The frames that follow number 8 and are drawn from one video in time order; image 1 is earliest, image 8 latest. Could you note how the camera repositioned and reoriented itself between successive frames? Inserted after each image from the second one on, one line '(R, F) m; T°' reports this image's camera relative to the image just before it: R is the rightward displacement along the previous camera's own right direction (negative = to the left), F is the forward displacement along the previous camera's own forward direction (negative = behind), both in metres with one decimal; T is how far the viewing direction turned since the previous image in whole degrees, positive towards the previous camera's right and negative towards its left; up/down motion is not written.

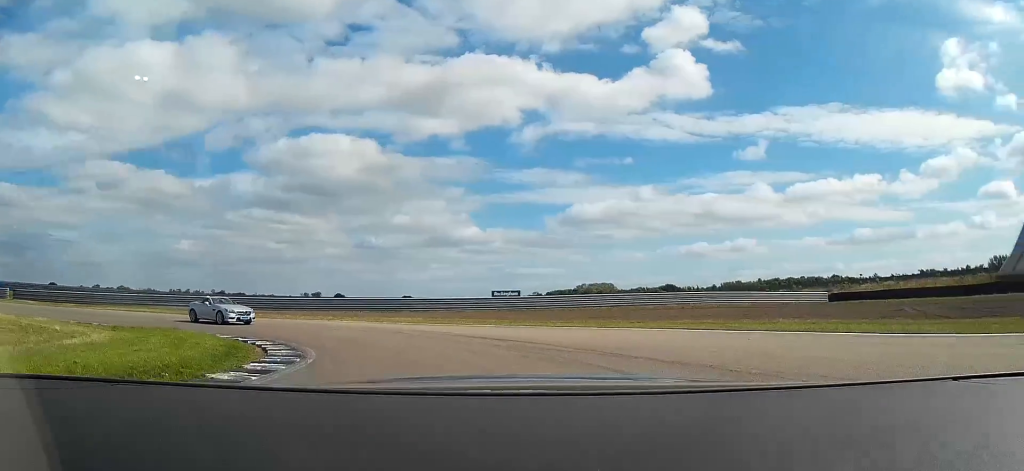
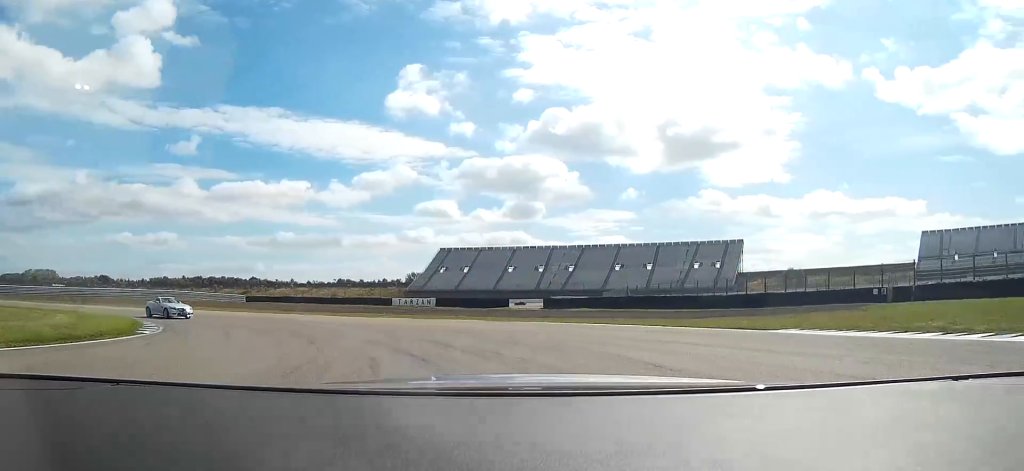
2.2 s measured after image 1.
(+13.6, +30.4) m; +44°
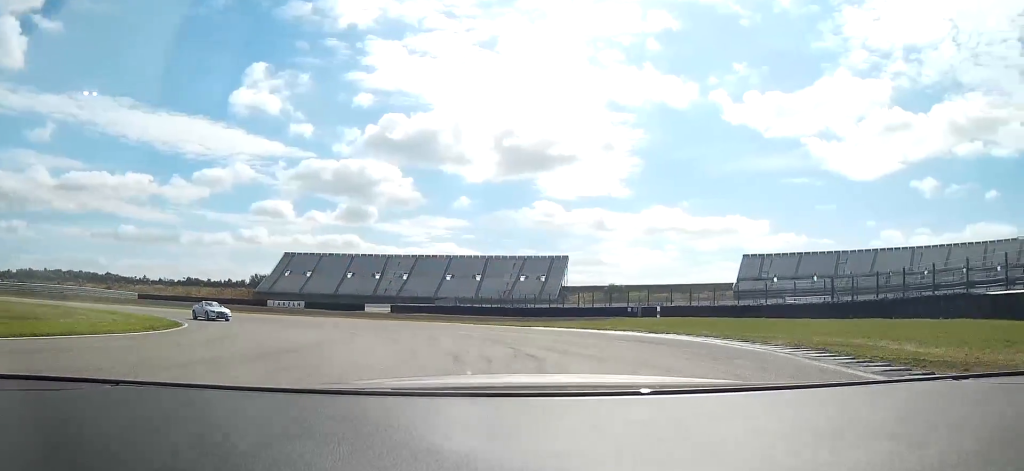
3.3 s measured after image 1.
(+2.5, +18.4) m; +11°
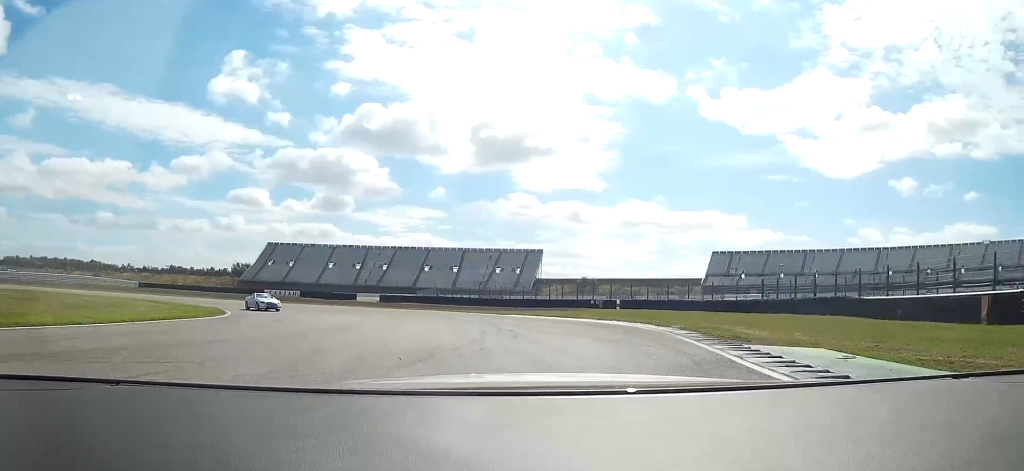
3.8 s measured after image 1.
(+0.4, +8.8) m; +2°
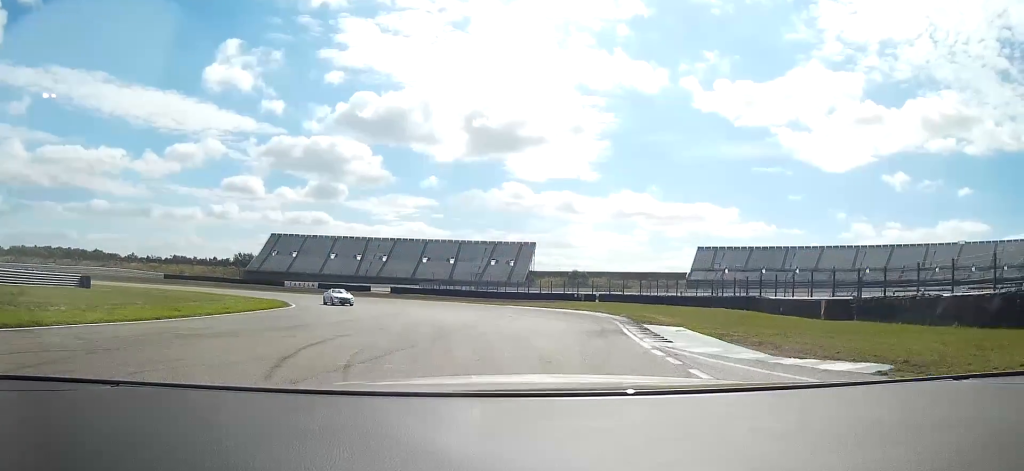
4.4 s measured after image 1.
(+0.3, +12.2) m; +2°
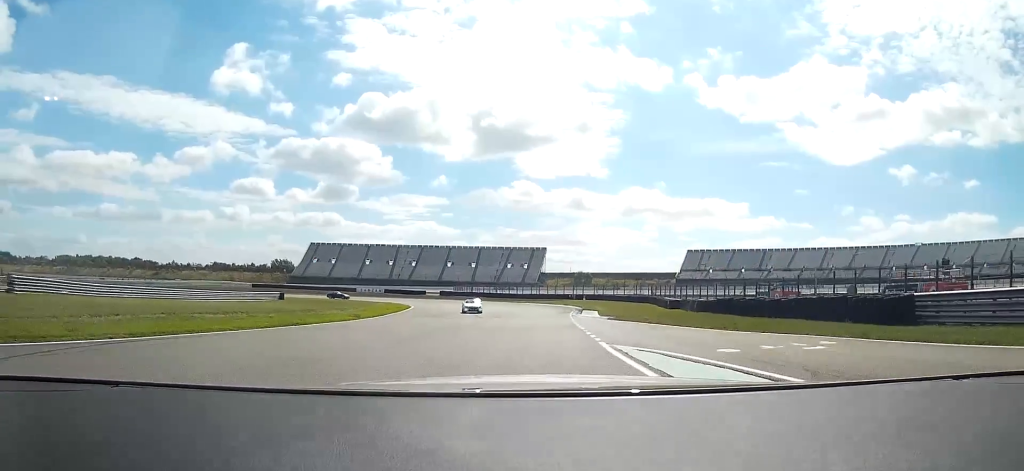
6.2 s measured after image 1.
(+0.9, +38.5) m; +1°
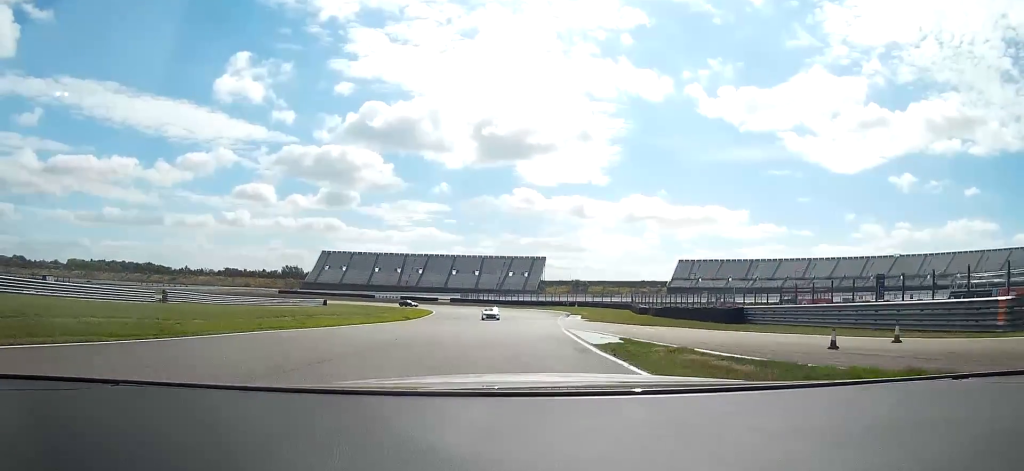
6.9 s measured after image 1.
(-0.4, +17.9) m; -1°
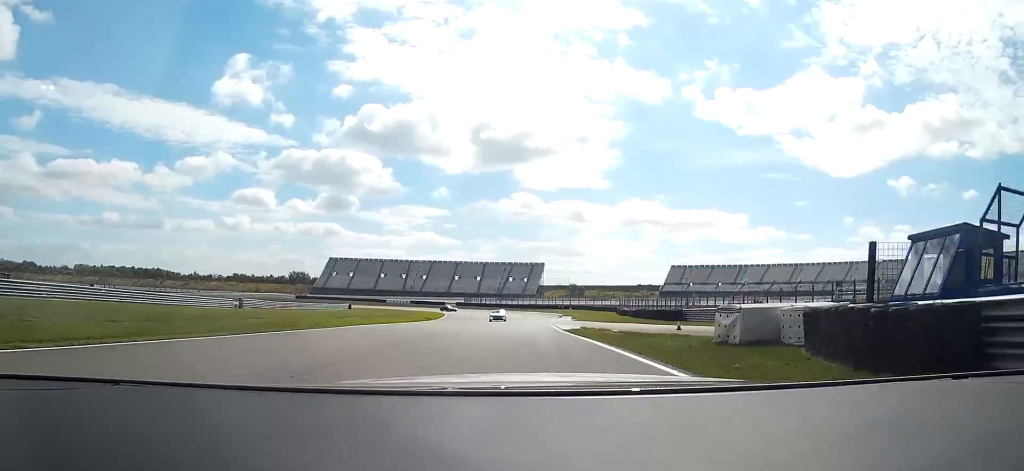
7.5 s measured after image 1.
(-0.1, +14.5) m; 0°
